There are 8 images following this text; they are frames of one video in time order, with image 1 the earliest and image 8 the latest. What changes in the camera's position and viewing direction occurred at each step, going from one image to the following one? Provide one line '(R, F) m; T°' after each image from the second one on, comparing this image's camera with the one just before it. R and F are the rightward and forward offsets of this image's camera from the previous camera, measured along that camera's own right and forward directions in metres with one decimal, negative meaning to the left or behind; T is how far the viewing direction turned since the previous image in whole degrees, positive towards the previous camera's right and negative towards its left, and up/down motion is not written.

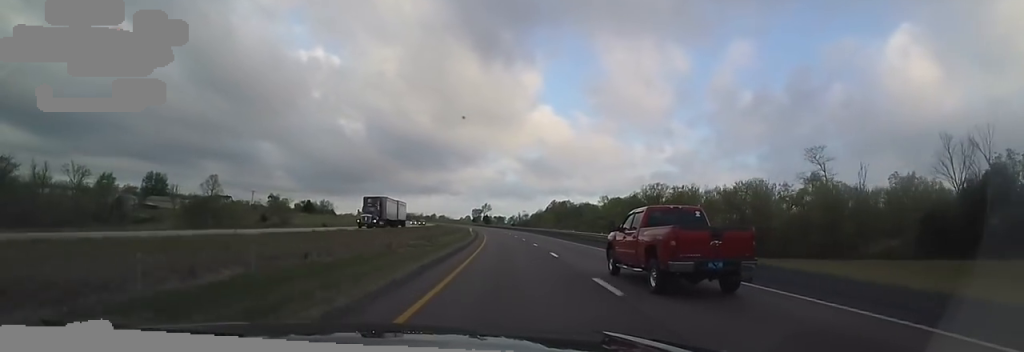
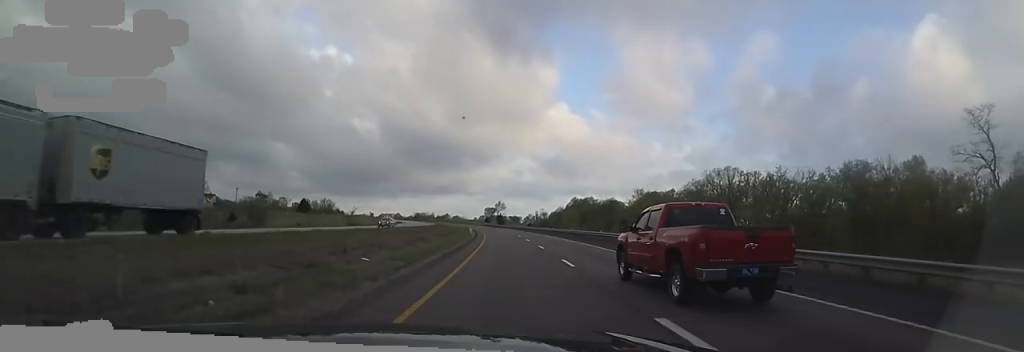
(-0.5, +29.9) m; -1°
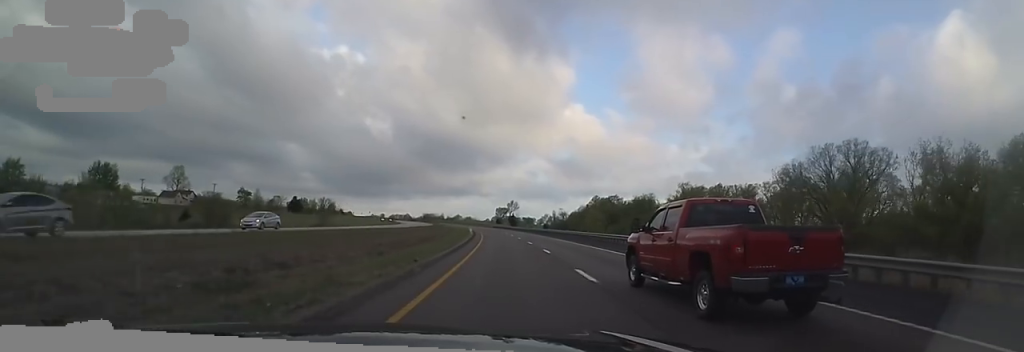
(-0.3, +28.6) m; -2°
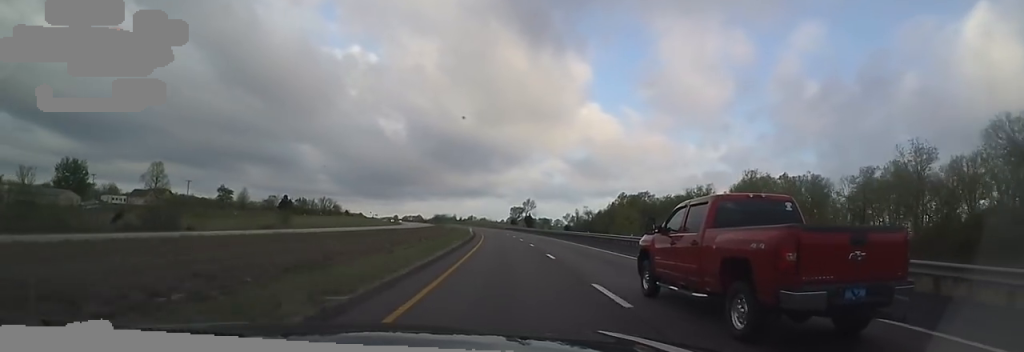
(-0.5, +27.5) m; -1°
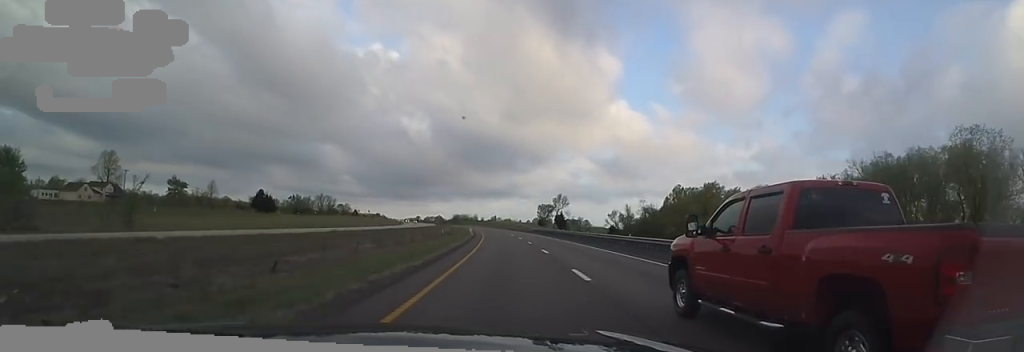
(-0.5, +44.8) m; -2°
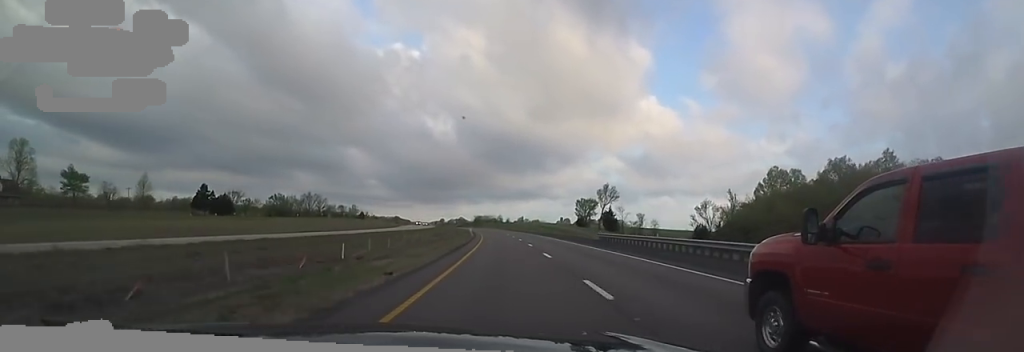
(-1.9, +51.2) m; -4°
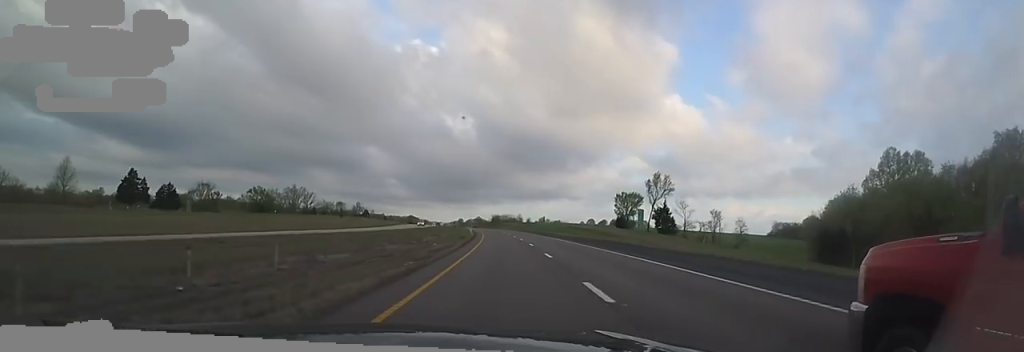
(-0.6, +36.0) m; -3°
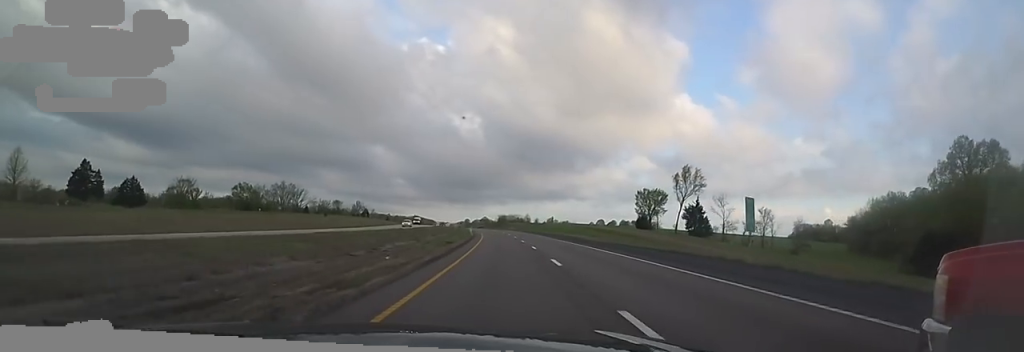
(-0.4, +15.9) m; -1°
